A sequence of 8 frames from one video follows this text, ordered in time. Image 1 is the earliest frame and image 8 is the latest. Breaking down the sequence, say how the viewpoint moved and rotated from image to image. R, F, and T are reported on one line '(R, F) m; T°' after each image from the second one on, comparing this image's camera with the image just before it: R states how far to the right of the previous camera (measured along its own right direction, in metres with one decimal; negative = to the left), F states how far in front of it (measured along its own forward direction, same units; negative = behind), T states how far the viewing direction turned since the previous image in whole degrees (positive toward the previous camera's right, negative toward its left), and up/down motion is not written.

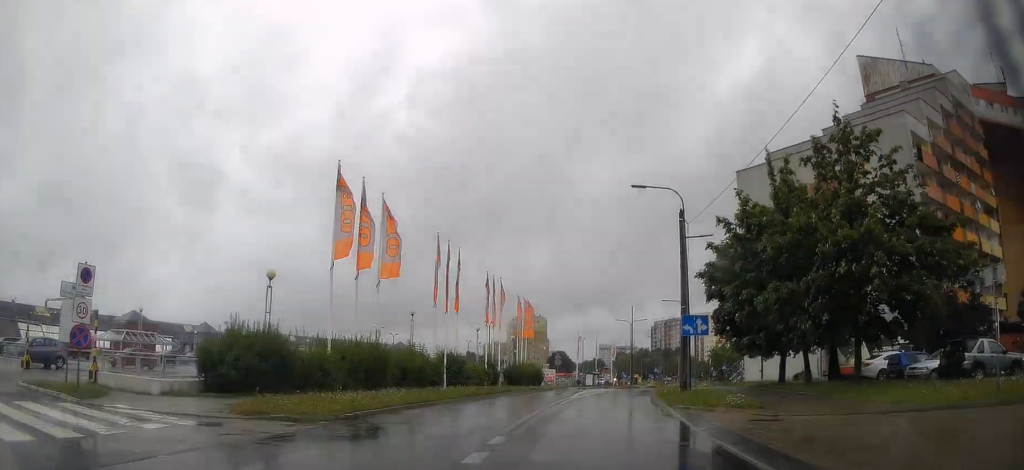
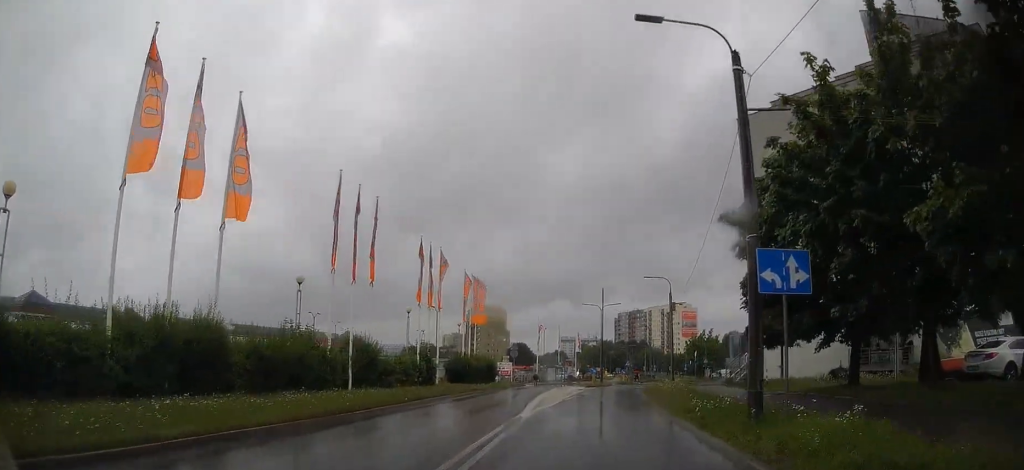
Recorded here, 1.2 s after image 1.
(+0.2, +12.6) m; +2°
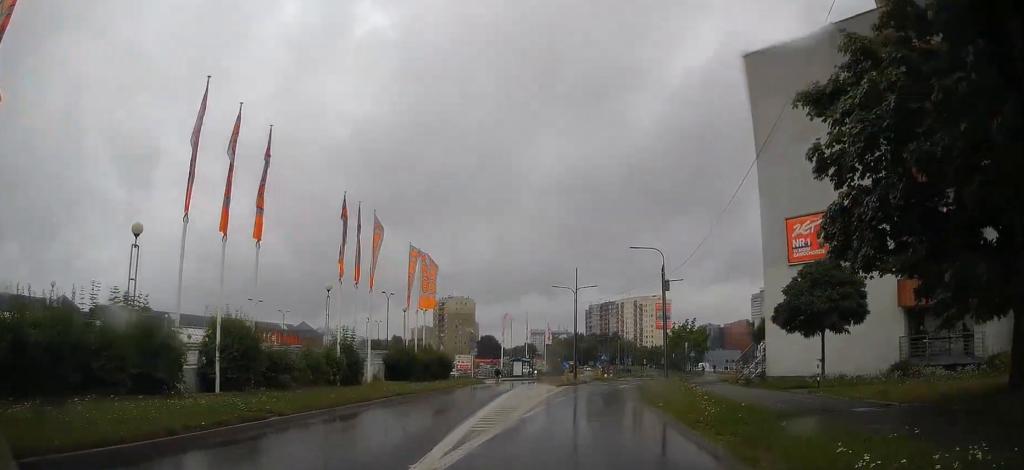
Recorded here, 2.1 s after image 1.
(+0.1, +10.1) m; +3°
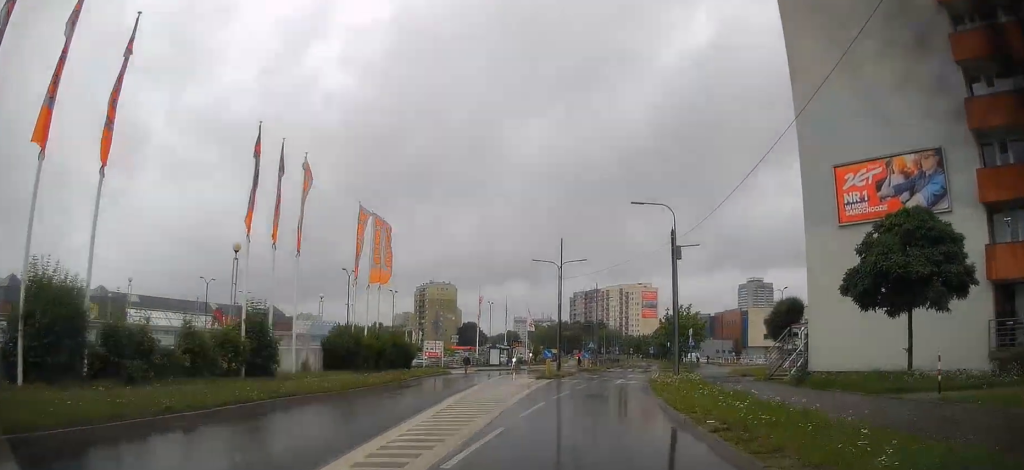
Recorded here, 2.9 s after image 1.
(+0.2, +8.2) m; +3°
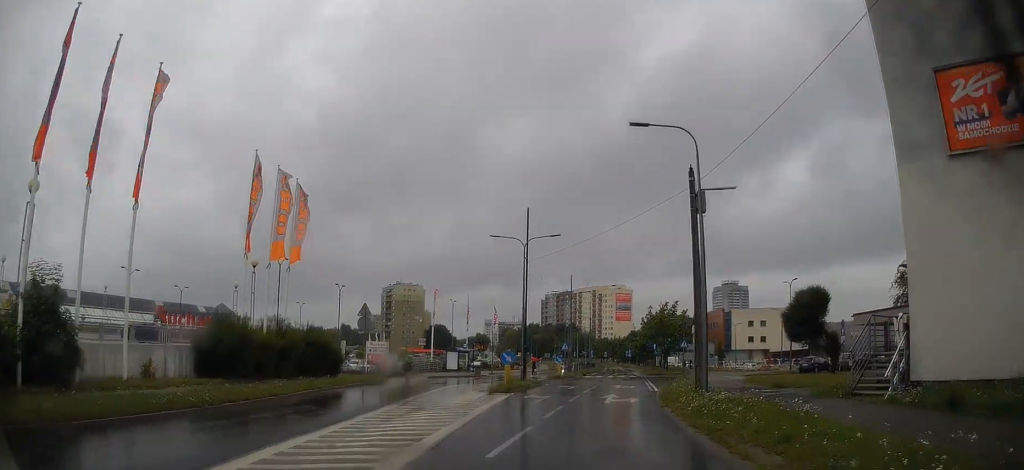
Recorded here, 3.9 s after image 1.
(+0.4, +10.6) m; +1°
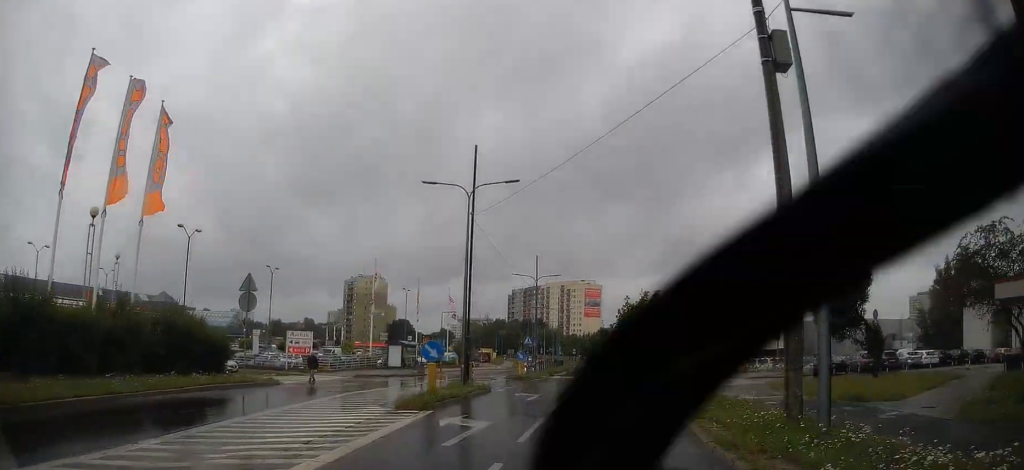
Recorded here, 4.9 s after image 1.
(-0.2, +10.7) m; -1°
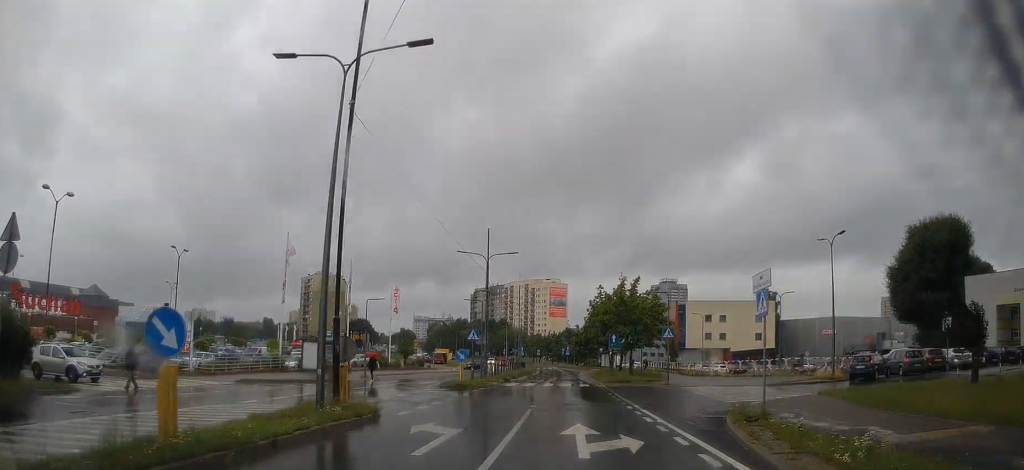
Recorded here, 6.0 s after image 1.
(+0.2, +12.0) m; +3°
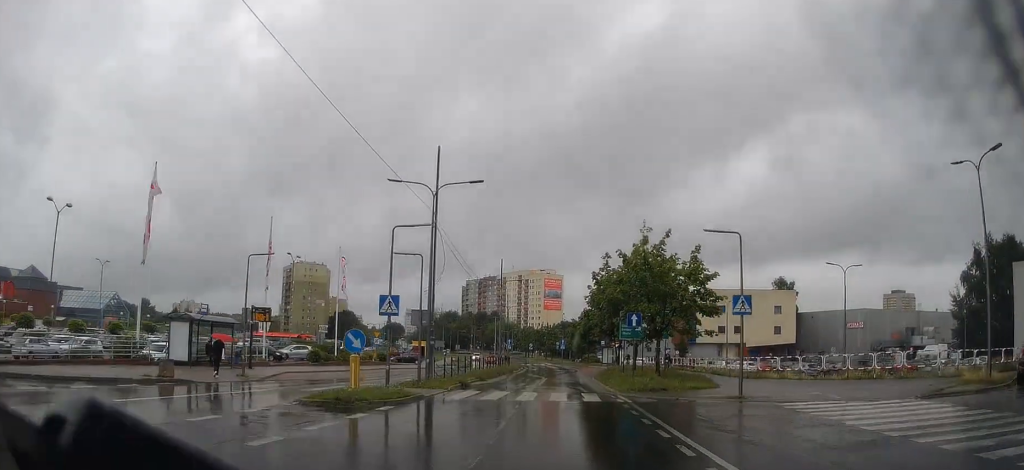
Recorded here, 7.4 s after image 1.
(+0.4, +16.0) m; +2°
